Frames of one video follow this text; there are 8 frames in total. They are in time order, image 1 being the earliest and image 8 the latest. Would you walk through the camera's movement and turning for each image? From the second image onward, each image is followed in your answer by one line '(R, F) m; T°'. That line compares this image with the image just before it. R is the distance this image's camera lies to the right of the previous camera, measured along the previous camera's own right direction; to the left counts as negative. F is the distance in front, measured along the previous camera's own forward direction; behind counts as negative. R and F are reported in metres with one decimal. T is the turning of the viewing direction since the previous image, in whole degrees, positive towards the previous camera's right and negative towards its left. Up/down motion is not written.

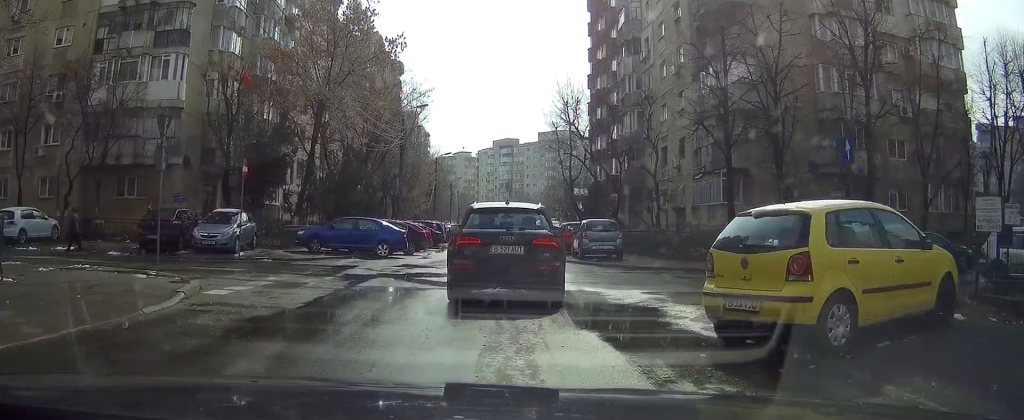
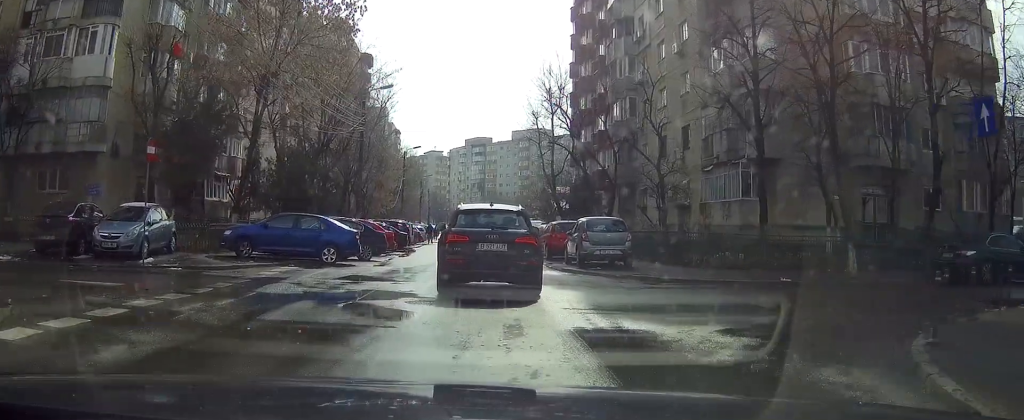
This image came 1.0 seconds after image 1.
(+0.3, +5.5) m; +3°
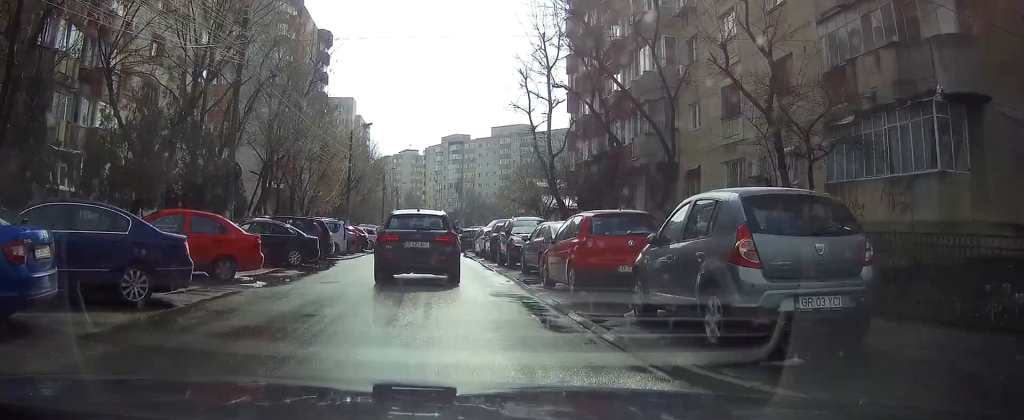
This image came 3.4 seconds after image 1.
(+0.7, +15.4) m; +1°
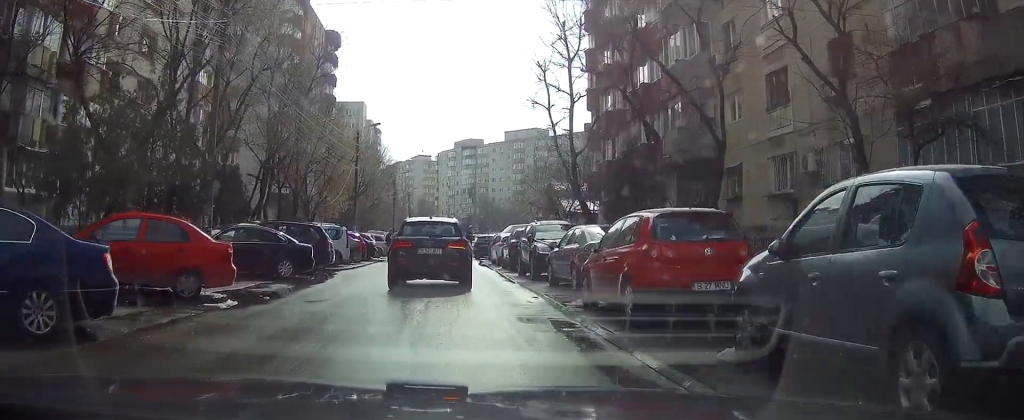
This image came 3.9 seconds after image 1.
(-0.1, +3.0) m; -2°
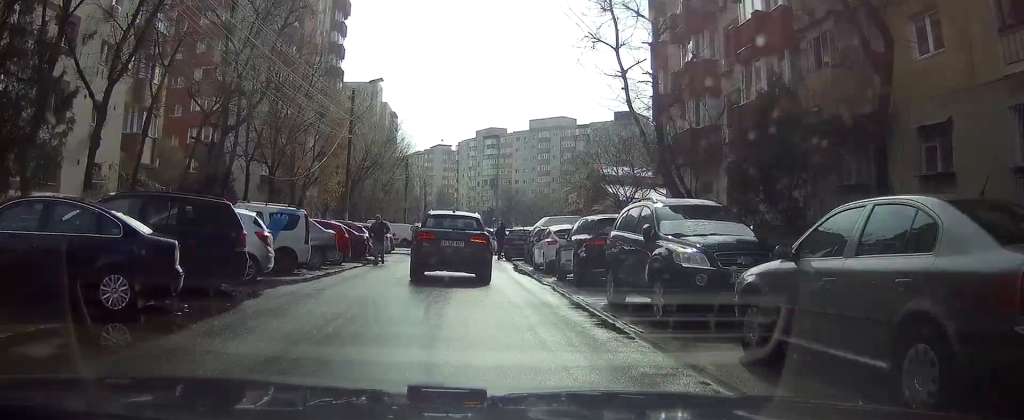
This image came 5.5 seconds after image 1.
(-0.2, +11.0) m; -1°
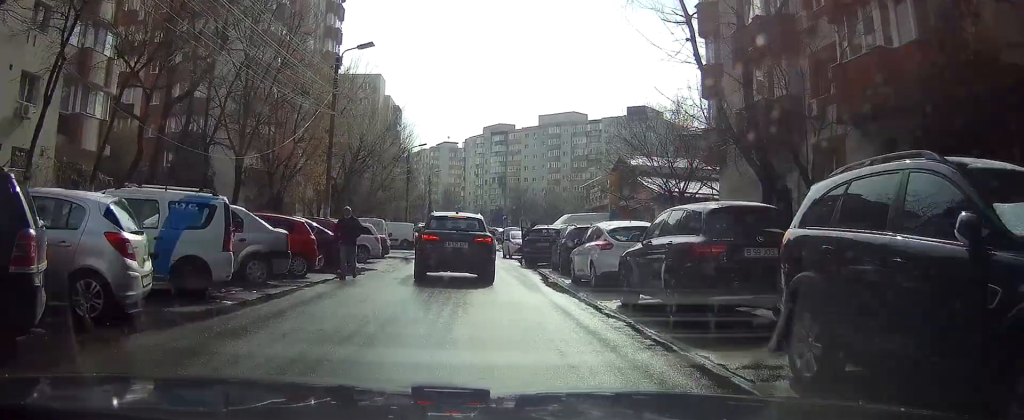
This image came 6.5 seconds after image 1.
(0.0, +7.0) m; -1°
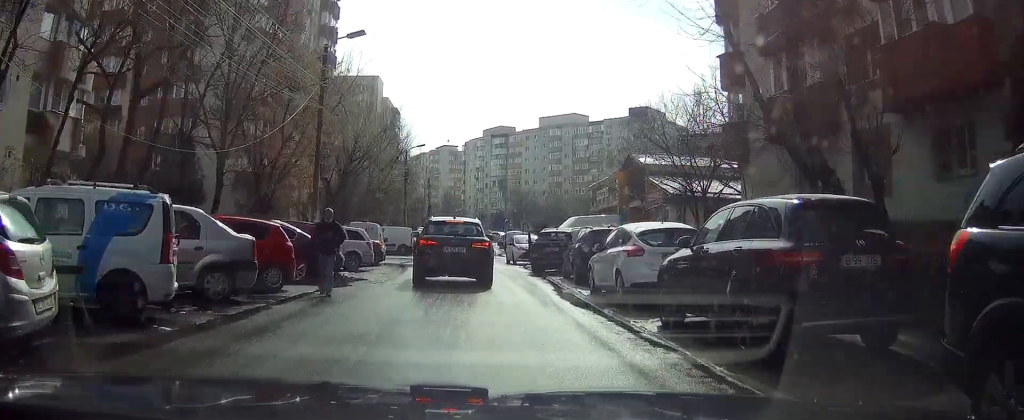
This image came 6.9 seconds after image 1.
(+0.1, +2.7) m; -2°
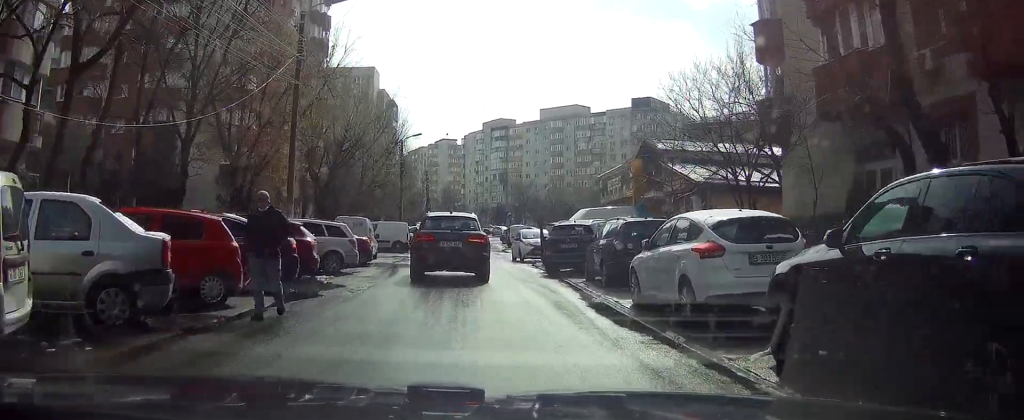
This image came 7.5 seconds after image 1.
(-0.2, +4.0) m; -3°
